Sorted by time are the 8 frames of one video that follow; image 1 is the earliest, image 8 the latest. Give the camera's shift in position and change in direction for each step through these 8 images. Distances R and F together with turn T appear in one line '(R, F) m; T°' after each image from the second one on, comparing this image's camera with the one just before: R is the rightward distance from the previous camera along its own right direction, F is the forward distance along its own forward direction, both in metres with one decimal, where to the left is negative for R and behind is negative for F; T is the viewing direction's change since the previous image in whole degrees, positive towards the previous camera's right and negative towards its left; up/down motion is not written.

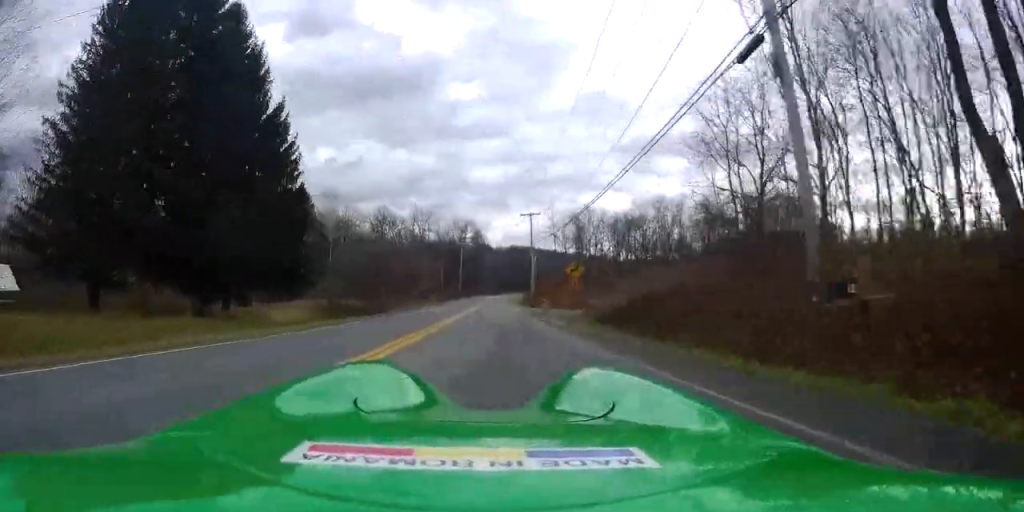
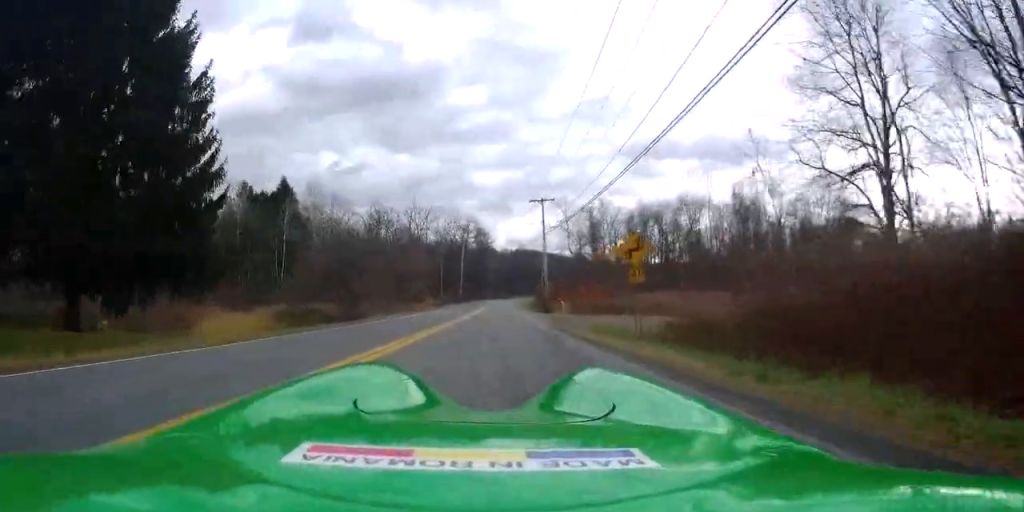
(+0.2, +12.1) m; 0°
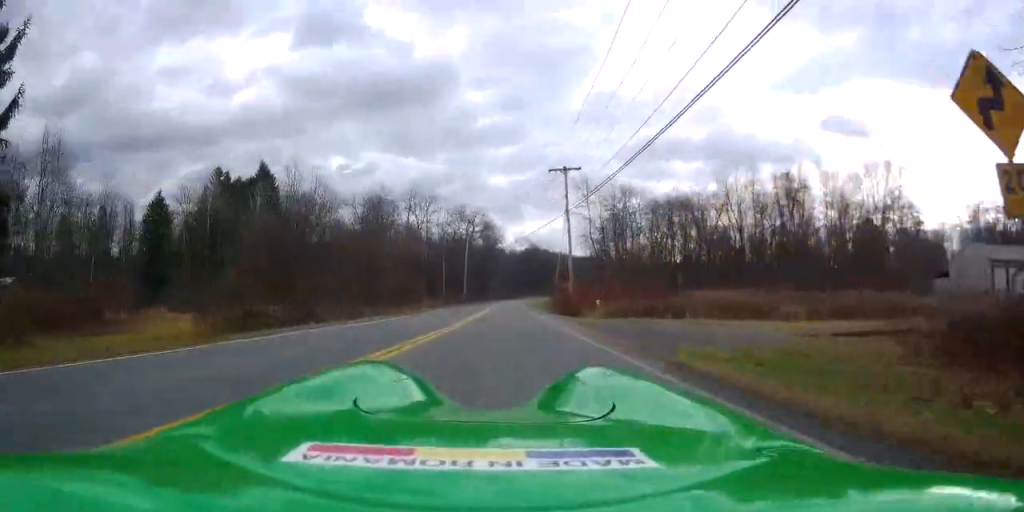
(-0.1, +13.6) m; -1°
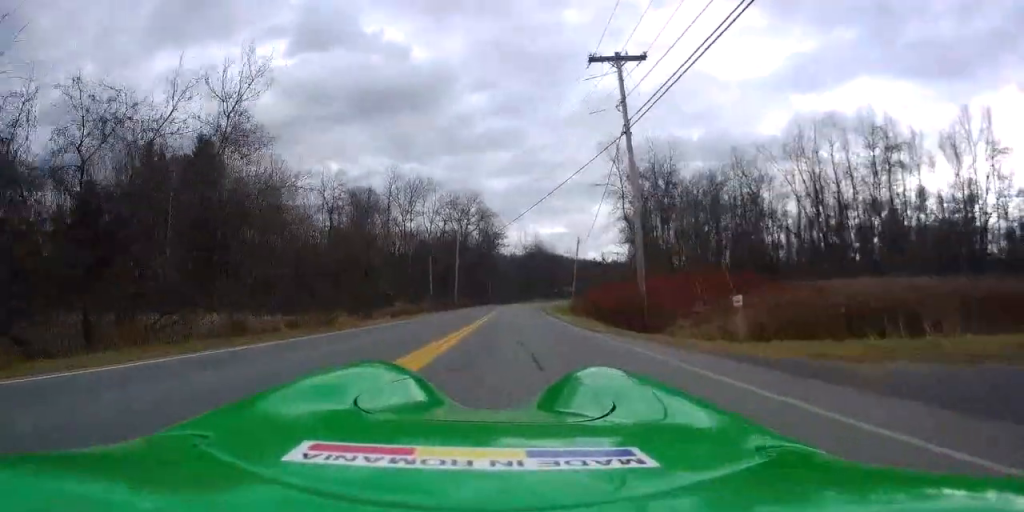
(-0.2, +20.3) m; +1°
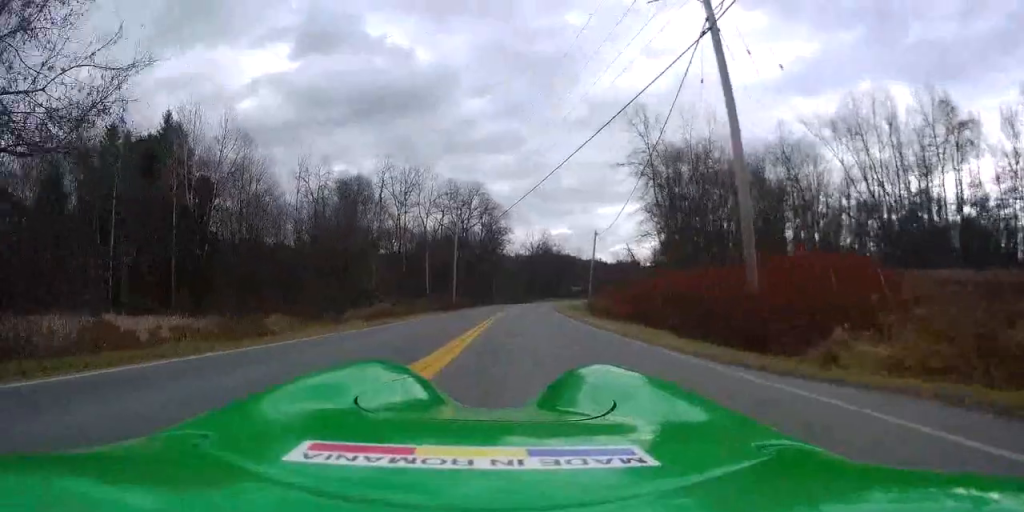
(-0.2, +9.7) m; +5°
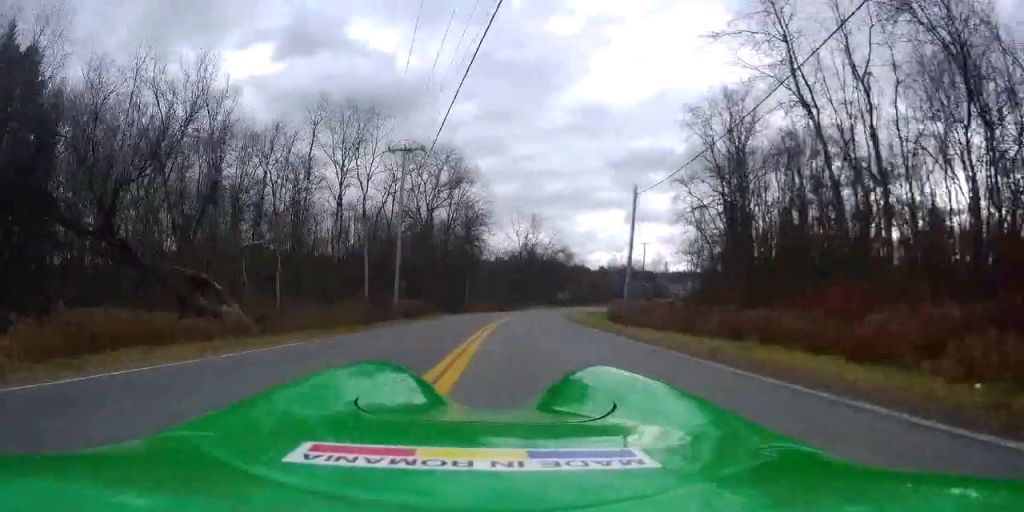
(+3.3, +23.8) m; +13°
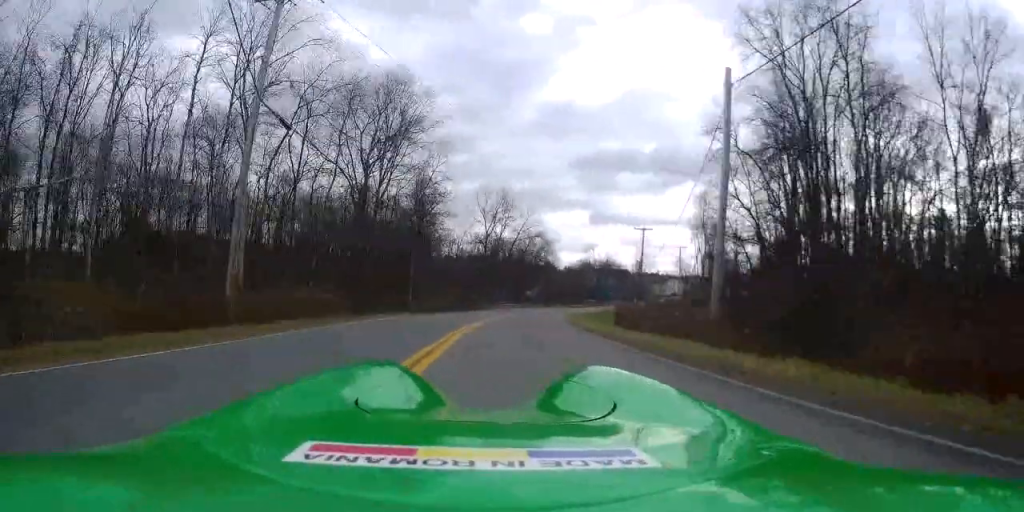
(0.0, +19.4) m; 0°
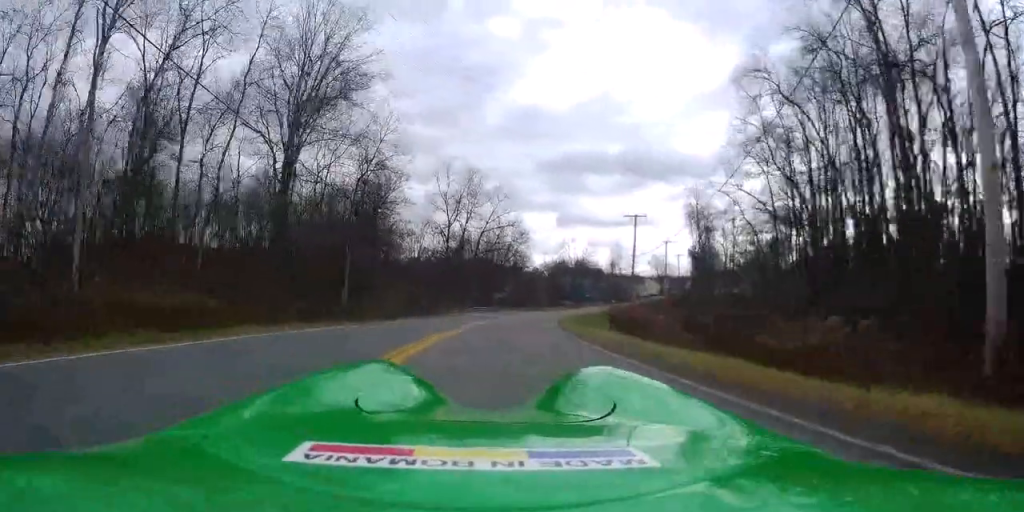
(0.0, +11.4) m; 0°
